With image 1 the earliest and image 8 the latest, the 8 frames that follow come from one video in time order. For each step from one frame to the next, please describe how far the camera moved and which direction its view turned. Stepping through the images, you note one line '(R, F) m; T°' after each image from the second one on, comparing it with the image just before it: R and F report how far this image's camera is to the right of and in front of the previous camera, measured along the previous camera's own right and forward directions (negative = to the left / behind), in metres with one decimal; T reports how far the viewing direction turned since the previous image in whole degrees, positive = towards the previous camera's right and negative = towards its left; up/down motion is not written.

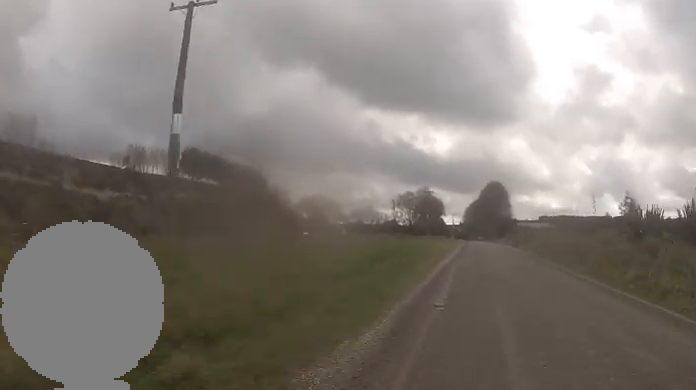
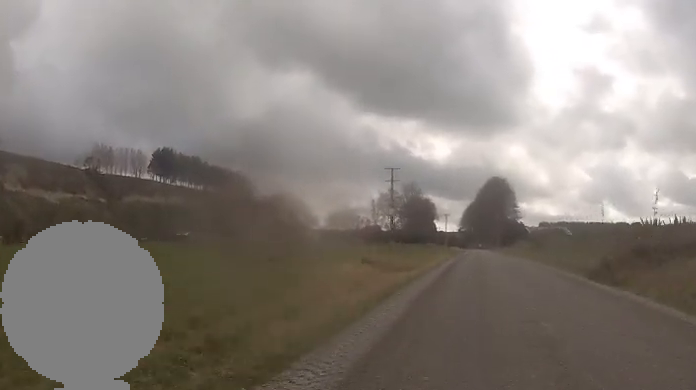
(-2.0, +36.3) m; -4°
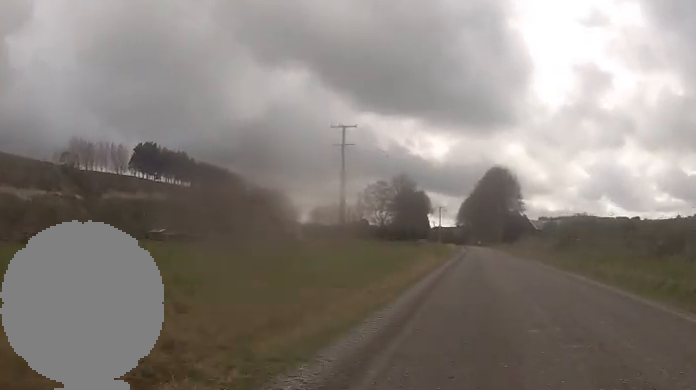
(-0.2, +19.0) m; 0°
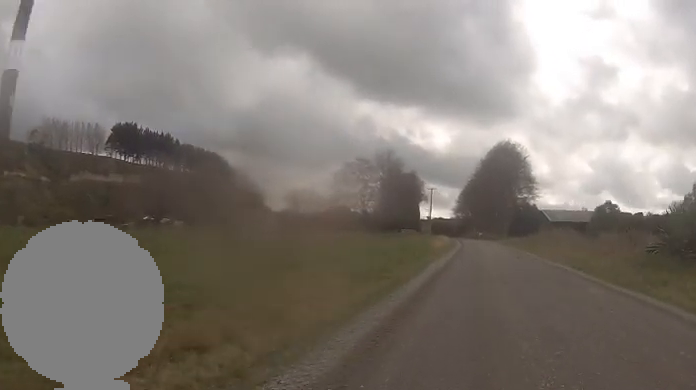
(+0.3, +26.3) m; +3°
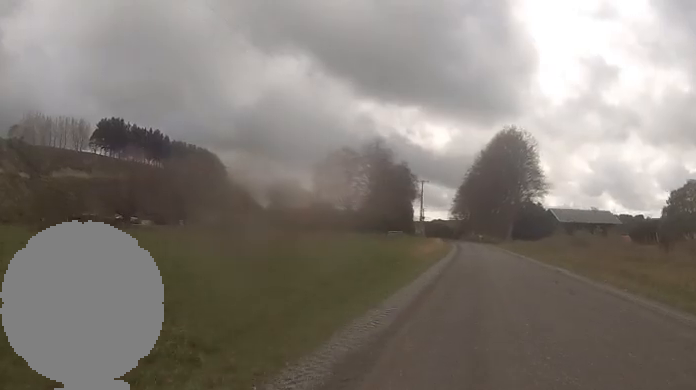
(+0.7, +15.3) m; 0°
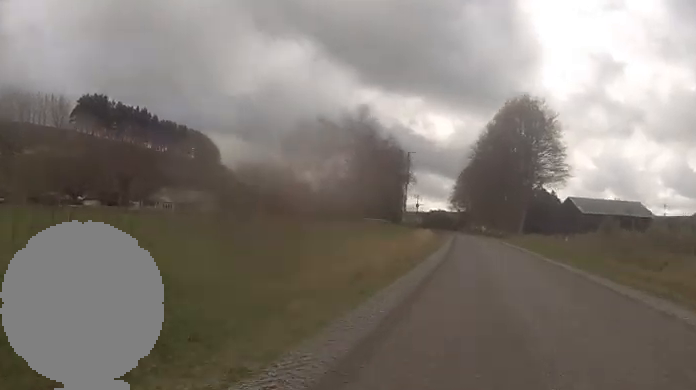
(0.0, +22.0) m; 0°
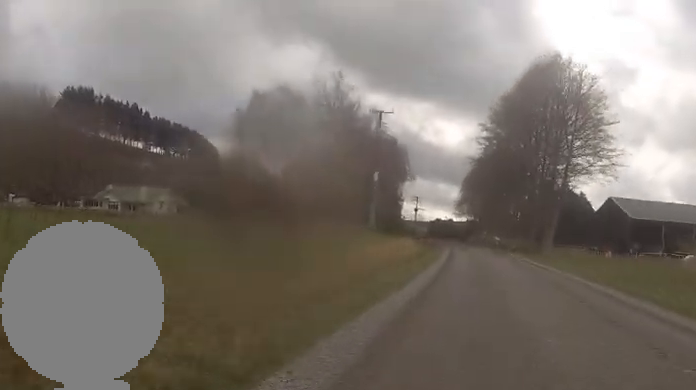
(-0.3, +25.1) m; 0°
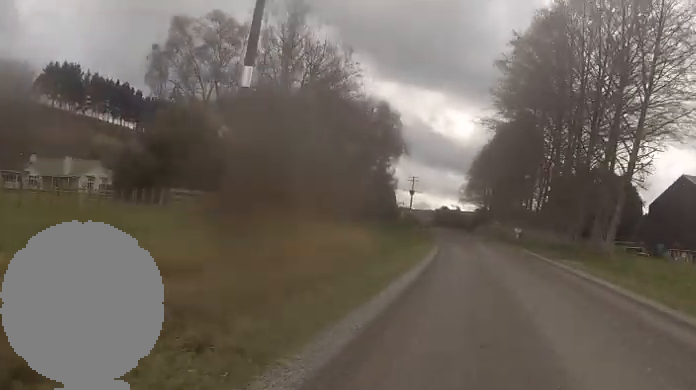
(+0.5, +24.0) m; -1°
